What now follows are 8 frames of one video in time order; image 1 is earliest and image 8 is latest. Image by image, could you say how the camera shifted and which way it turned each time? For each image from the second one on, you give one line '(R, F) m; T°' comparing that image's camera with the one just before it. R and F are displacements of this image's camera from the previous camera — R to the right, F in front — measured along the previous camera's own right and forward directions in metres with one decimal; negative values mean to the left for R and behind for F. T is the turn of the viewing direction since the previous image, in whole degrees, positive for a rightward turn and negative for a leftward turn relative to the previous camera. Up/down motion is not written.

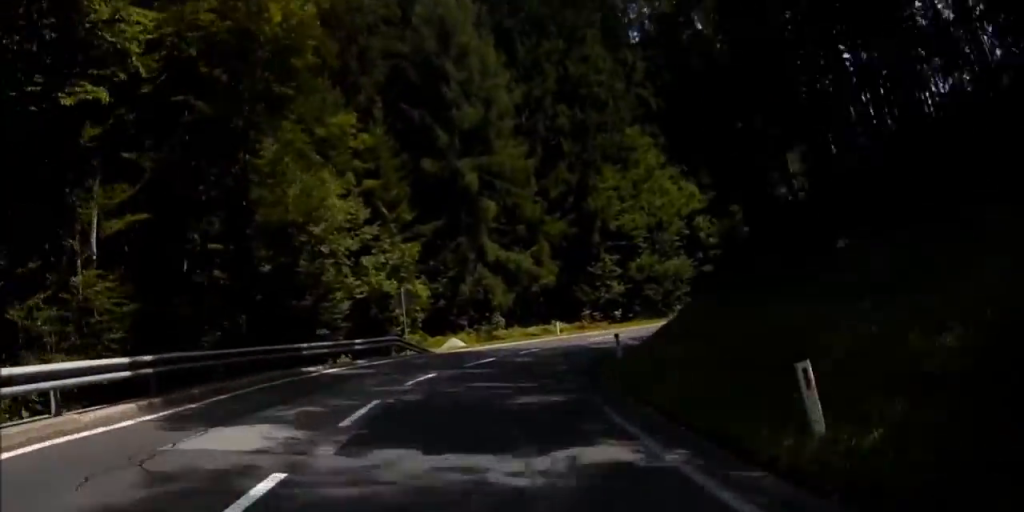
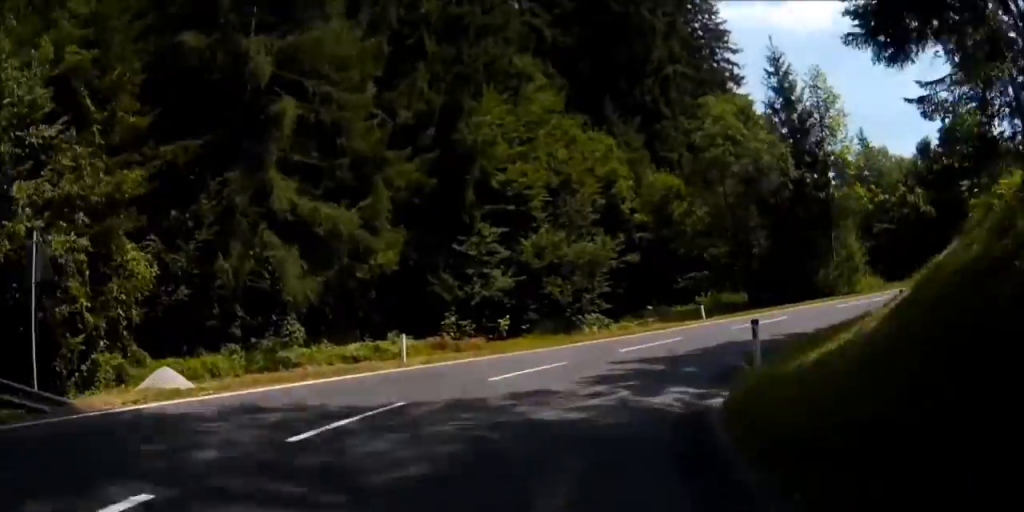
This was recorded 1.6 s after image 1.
(+2.5, +17.0) m; +28°
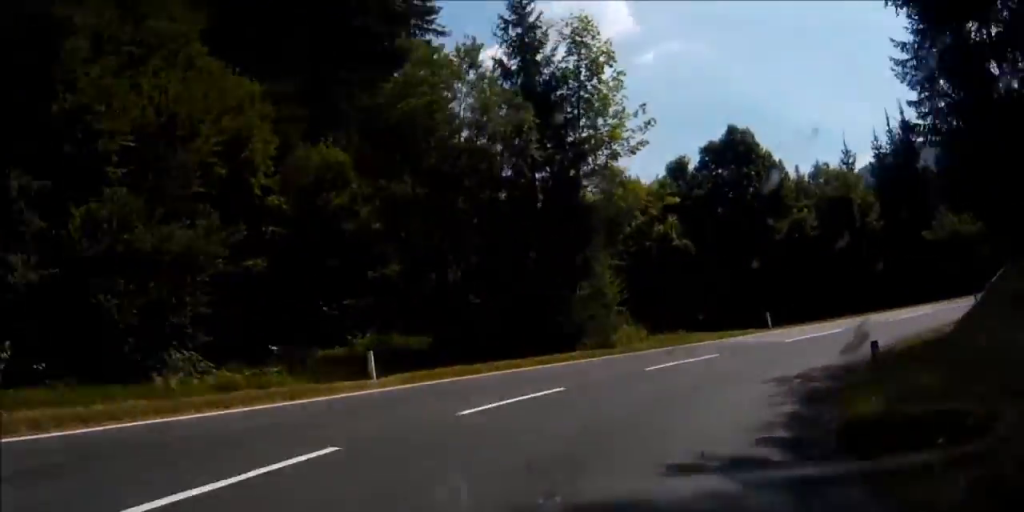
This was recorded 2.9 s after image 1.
(+1.6, +12.1) m; +35°
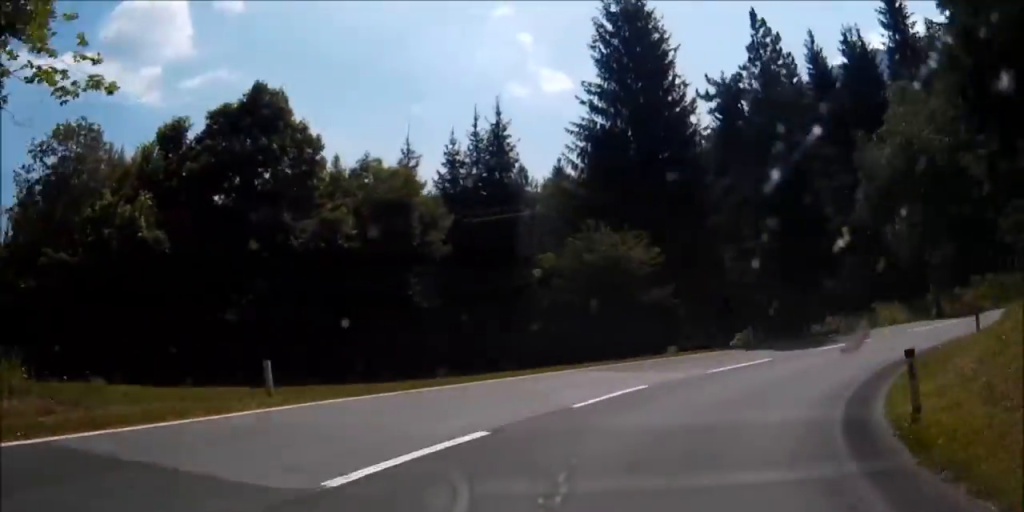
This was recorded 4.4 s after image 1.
(+5.4, +13.7) m; +46°
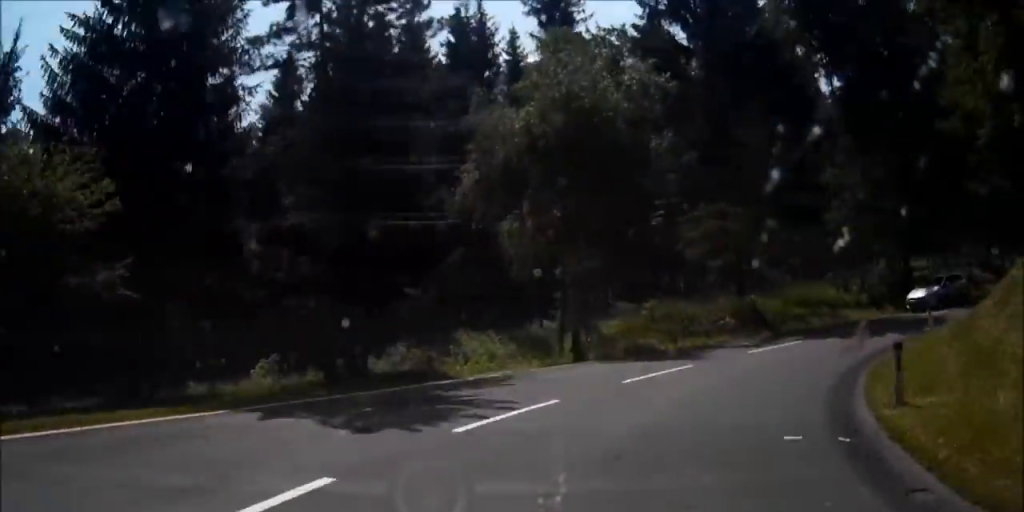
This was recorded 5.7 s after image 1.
(+5.6, +10.7) m; +31°
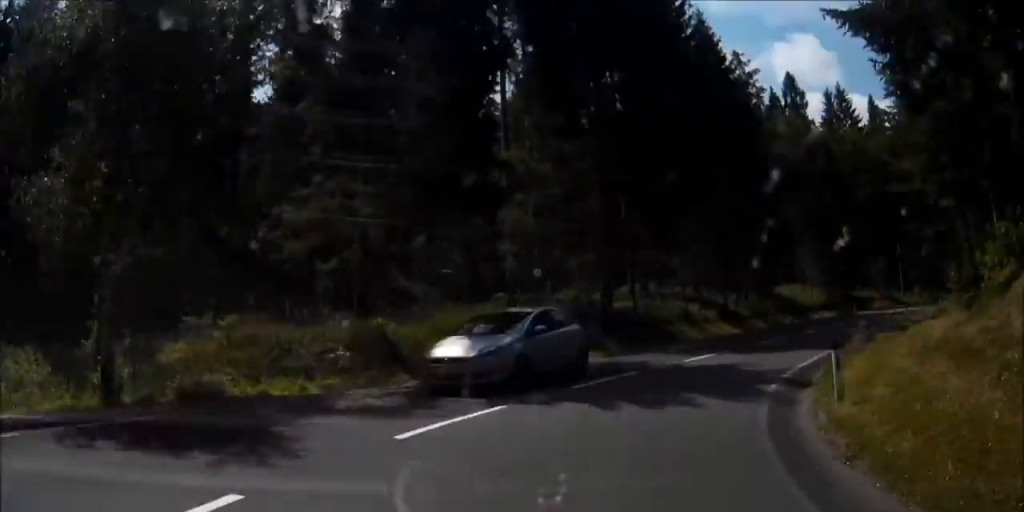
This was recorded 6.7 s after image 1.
(+1.7, +10.6) m; +22°
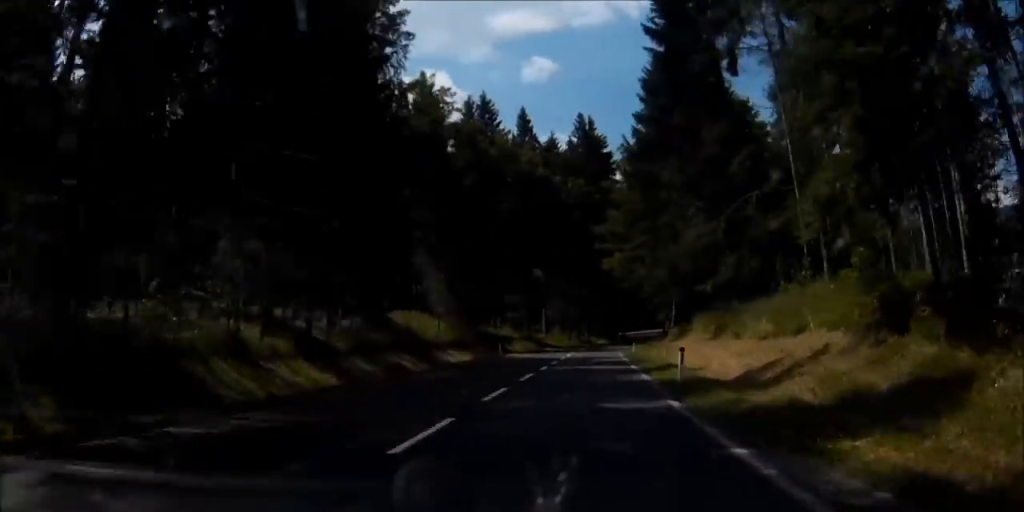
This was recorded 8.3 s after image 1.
(+4.2, +16.9) m; +13°
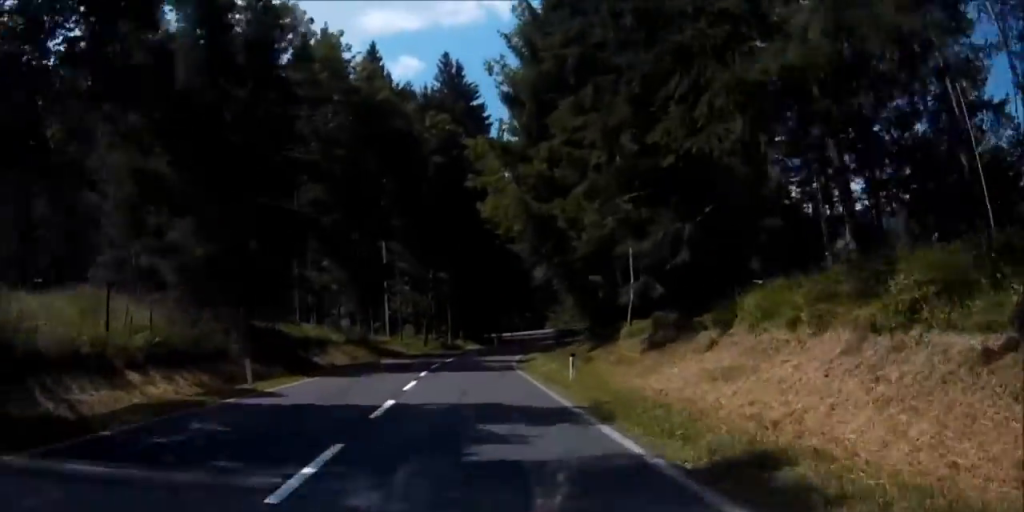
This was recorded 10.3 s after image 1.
(+1.3, +24.2) m; +6°
